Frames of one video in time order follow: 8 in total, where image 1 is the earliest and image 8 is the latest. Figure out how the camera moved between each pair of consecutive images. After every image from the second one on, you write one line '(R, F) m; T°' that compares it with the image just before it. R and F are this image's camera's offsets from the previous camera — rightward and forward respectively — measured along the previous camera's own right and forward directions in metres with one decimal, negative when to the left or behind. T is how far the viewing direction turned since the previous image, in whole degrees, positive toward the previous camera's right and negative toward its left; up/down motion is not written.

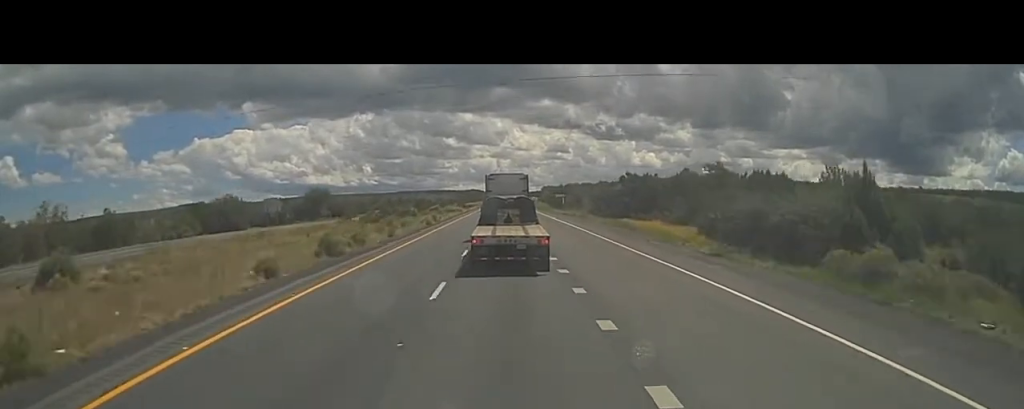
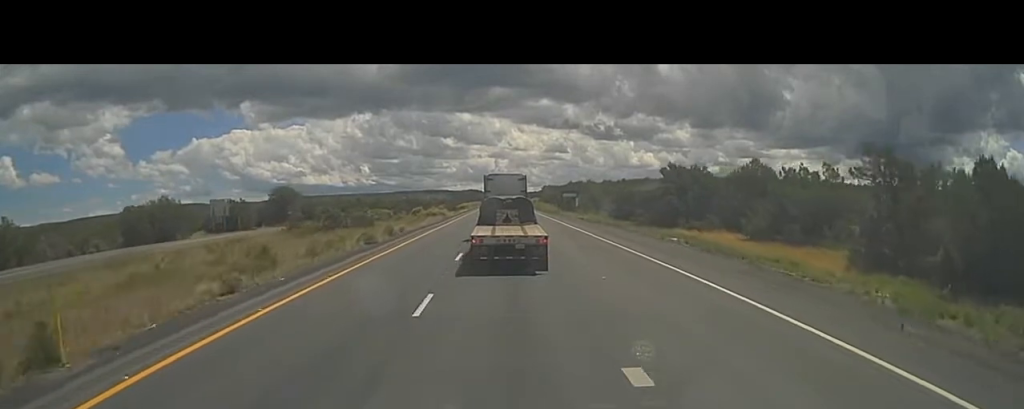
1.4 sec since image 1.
(+0.5, +26.2) m; 0°
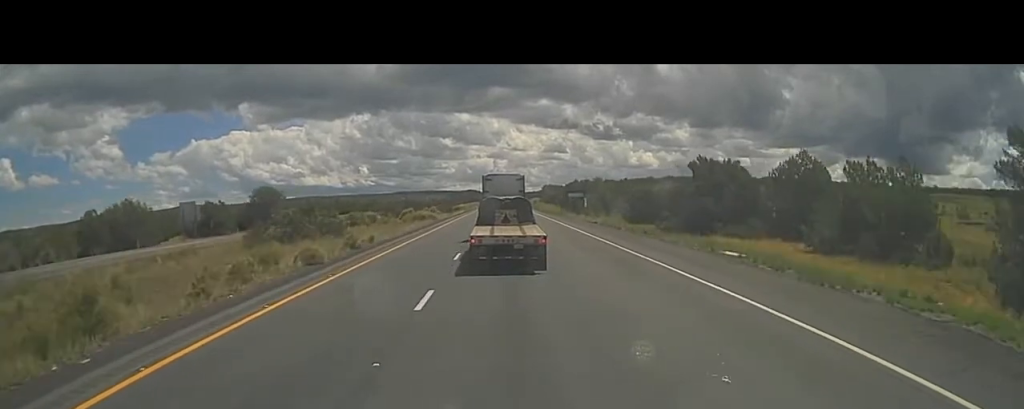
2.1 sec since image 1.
(-0.4, +11.6) m; 0°
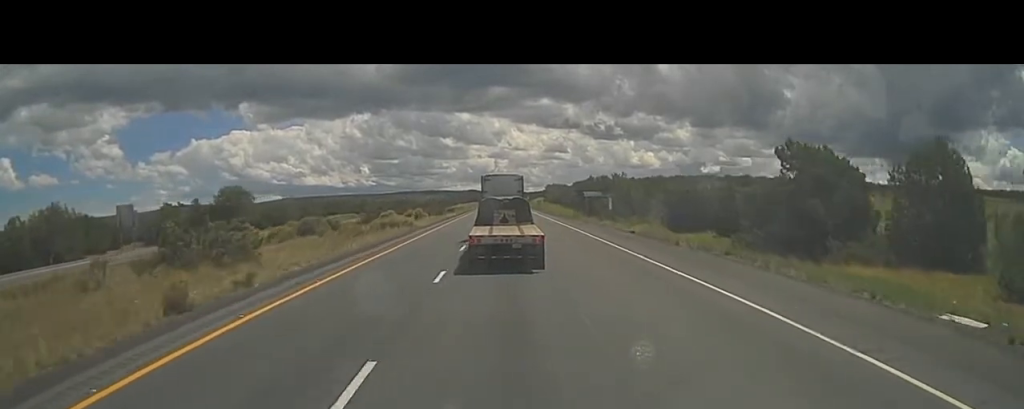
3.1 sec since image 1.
(+0.5, +18.9) m; 0°
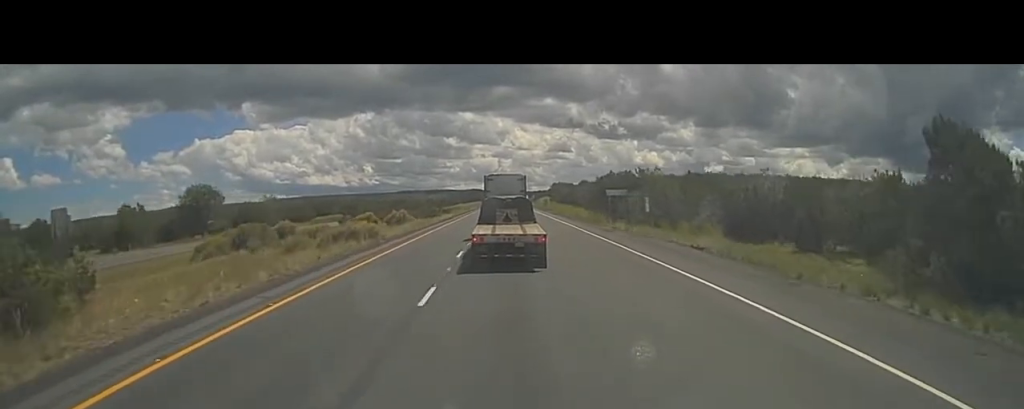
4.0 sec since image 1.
(-0.4, +15.9) m; 0°
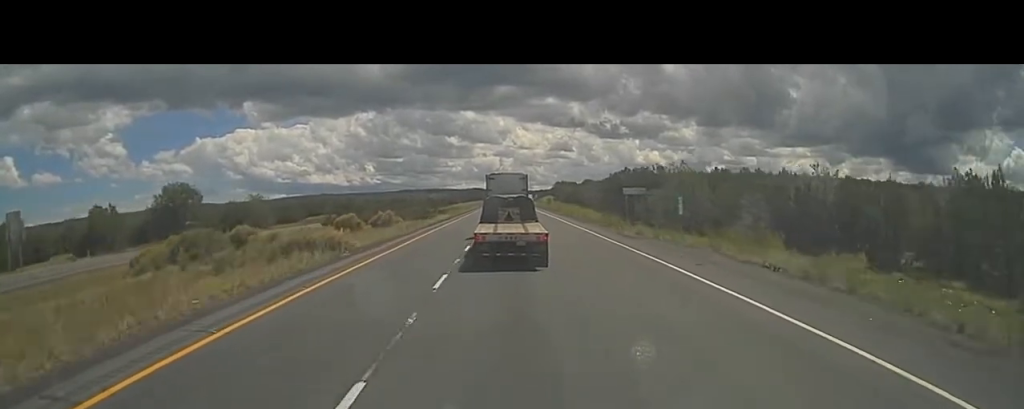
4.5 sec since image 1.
(+0.1, +9.8) m; 0°
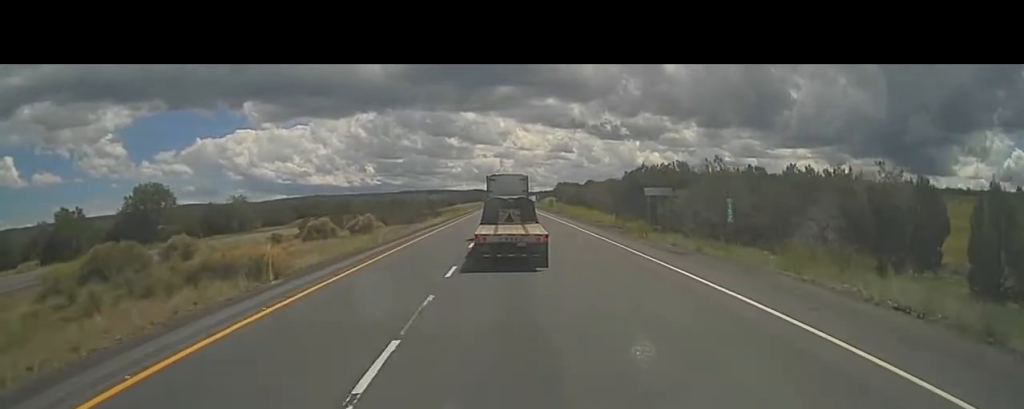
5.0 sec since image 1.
(+0.3, +9.3) m; 0°
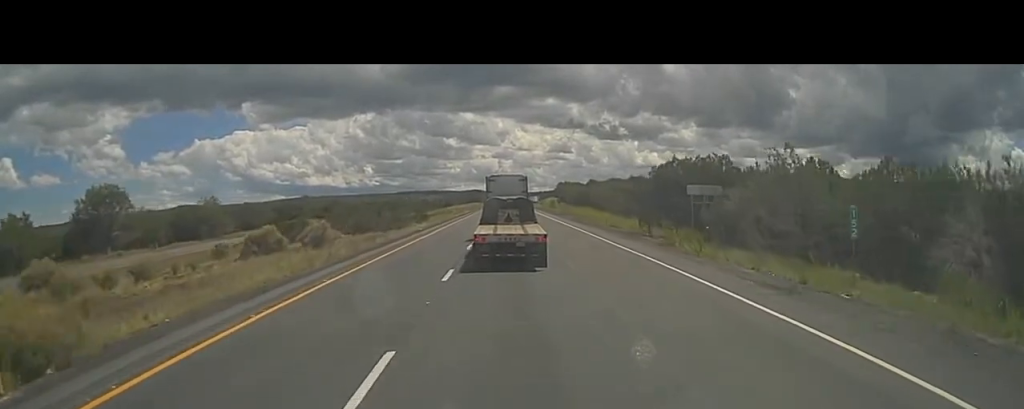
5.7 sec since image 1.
(-0.2, +13.1) m; -1°
